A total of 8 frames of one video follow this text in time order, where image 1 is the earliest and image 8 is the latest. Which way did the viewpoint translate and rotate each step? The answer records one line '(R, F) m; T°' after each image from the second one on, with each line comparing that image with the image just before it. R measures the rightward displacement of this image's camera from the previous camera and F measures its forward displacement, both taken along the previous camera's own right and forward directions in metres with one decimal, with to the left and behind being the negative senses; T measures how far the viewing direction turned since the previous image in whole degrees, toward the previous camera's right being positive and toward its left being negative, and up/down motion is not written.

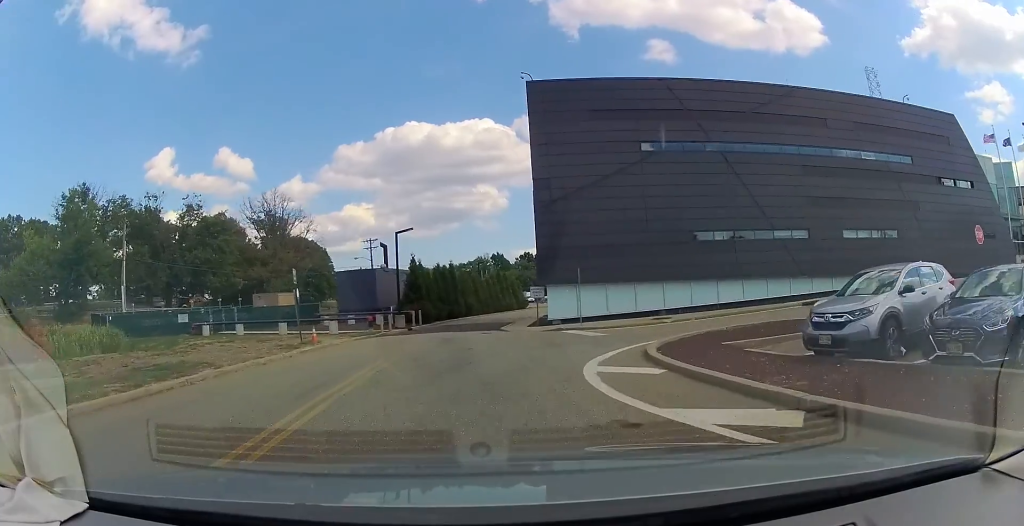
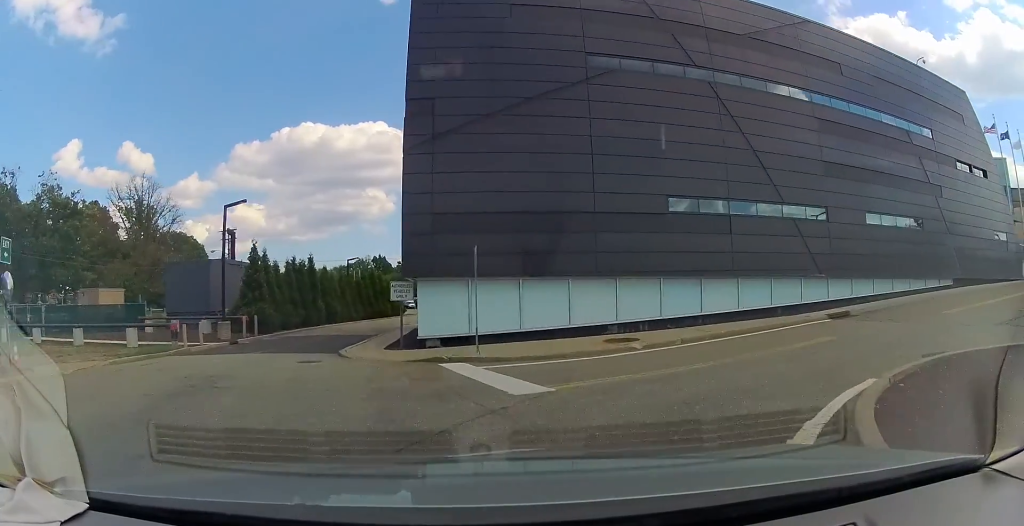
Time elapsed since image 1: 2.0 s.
(+0.6, +12.1) m; +11°
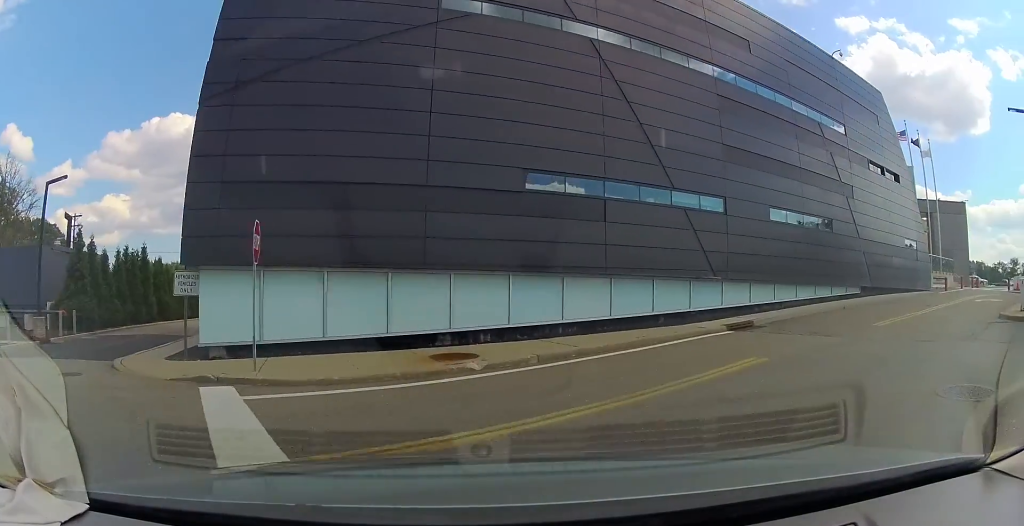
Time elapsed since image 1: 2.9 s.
(+0.6, +4.4) m; +15°
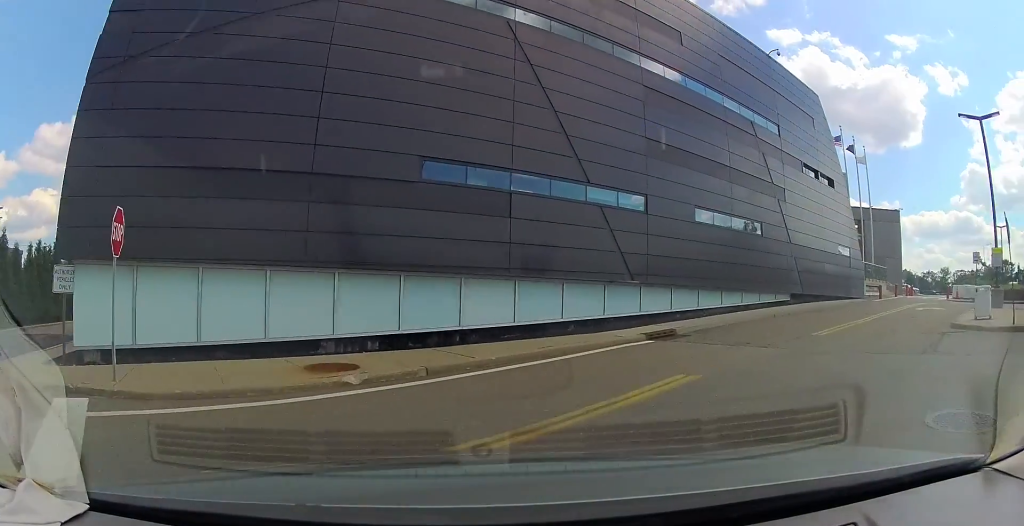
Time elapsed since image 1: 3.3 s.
(+0.2, +1.9) m; +8°
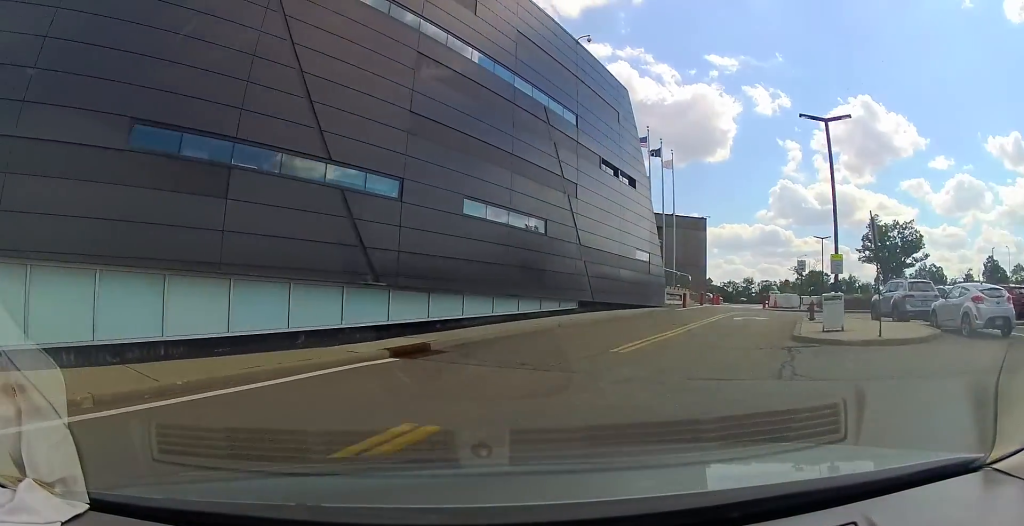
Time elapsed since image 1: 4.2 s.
(+0.3, +3.8) m; +20°
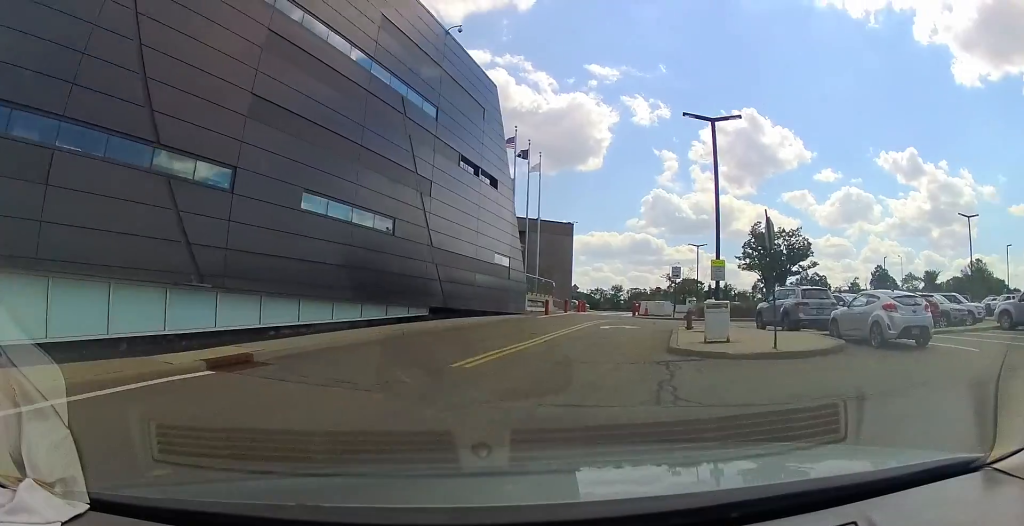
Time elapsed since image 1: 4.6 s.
(+0.2, +1.8) m; +15°
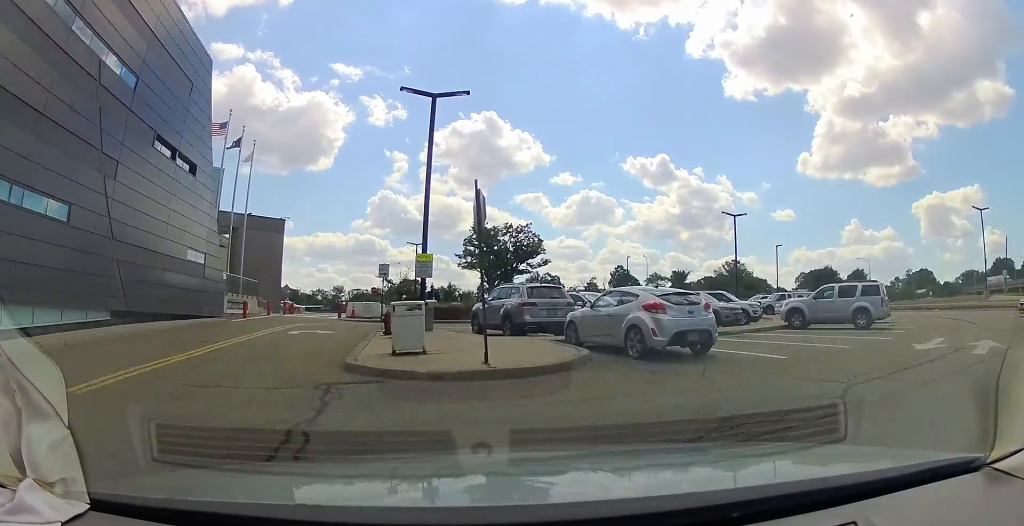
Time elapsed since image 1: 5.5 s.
(+0.9, +3.2) m; +35°
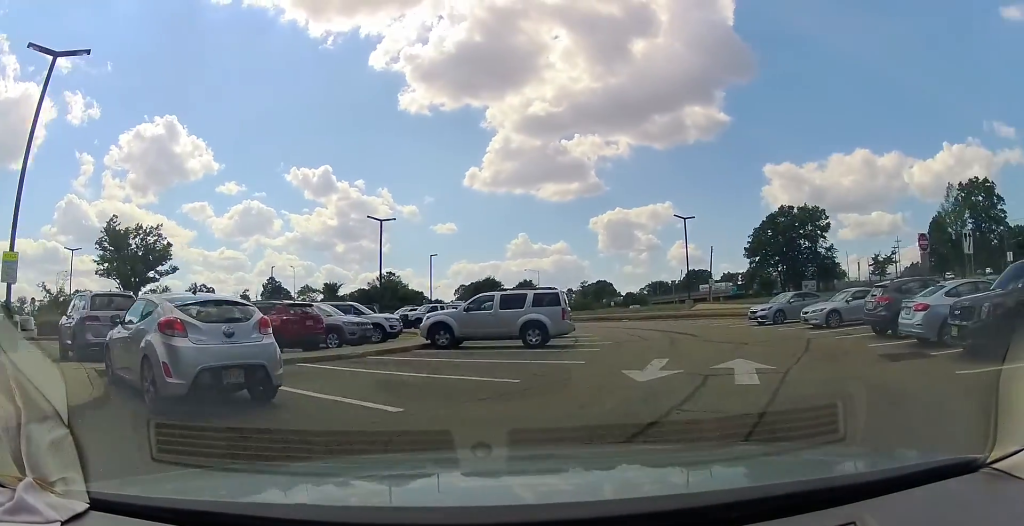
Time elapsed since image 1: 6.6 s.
(+1.7, +3.8) m; +38°
